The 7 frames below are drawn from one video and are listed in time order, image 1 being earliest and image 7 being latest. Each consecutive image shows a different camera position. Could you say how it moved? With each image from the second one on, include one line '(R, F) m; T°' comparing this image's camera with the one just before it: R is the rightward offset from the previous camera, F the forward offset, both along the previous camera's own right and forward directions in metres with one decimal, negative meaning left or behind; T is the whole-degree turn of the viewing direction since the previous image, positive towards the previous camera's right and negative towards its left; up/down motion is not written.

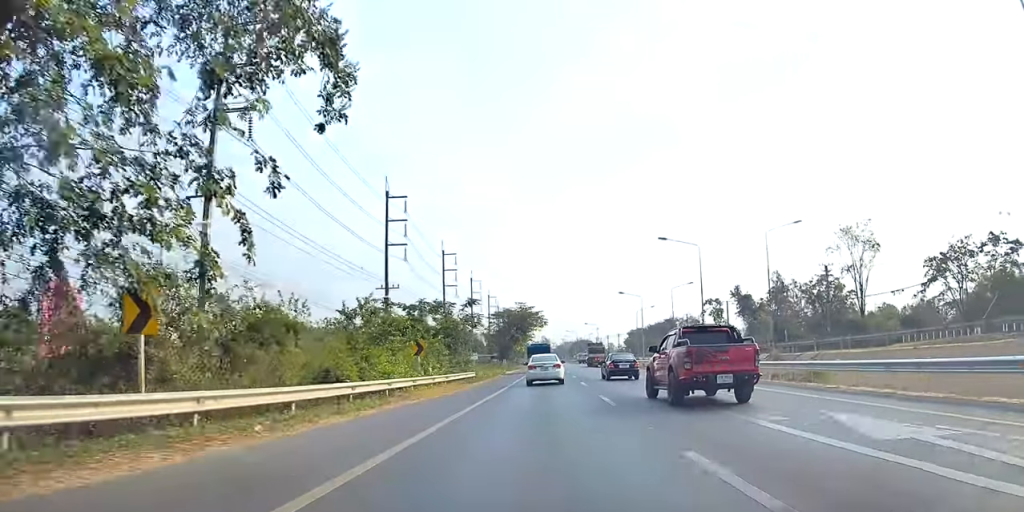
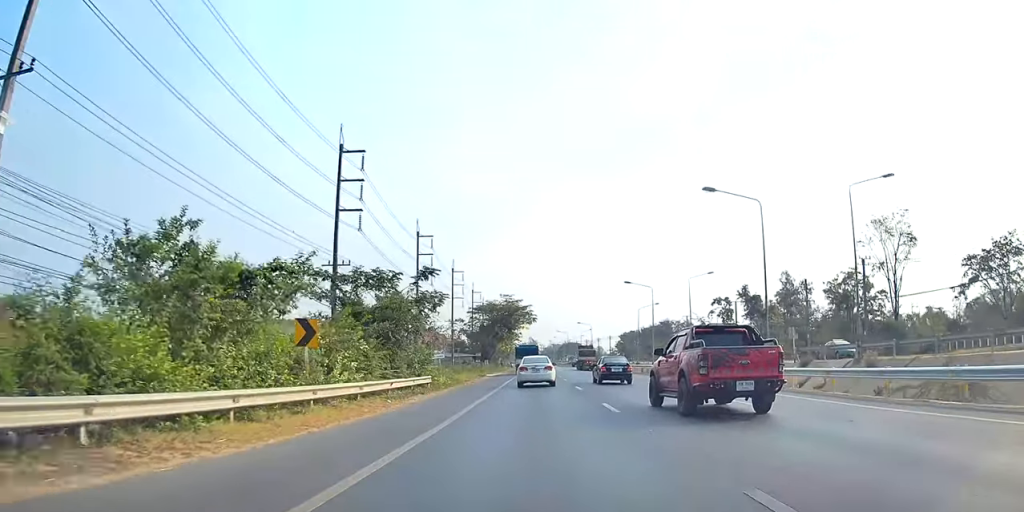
(+0.4, +14.9) m; +2°
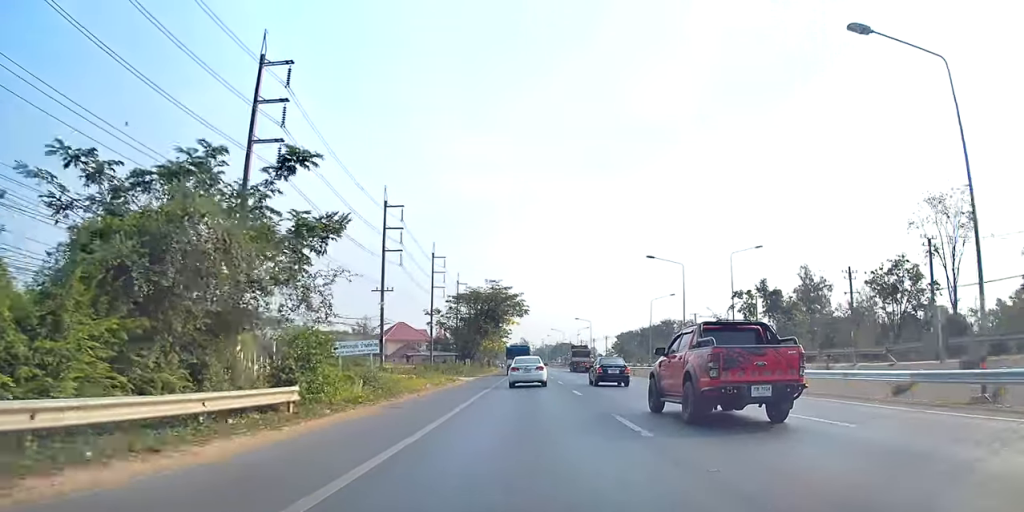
(+0.2, +17.1) m; +1°
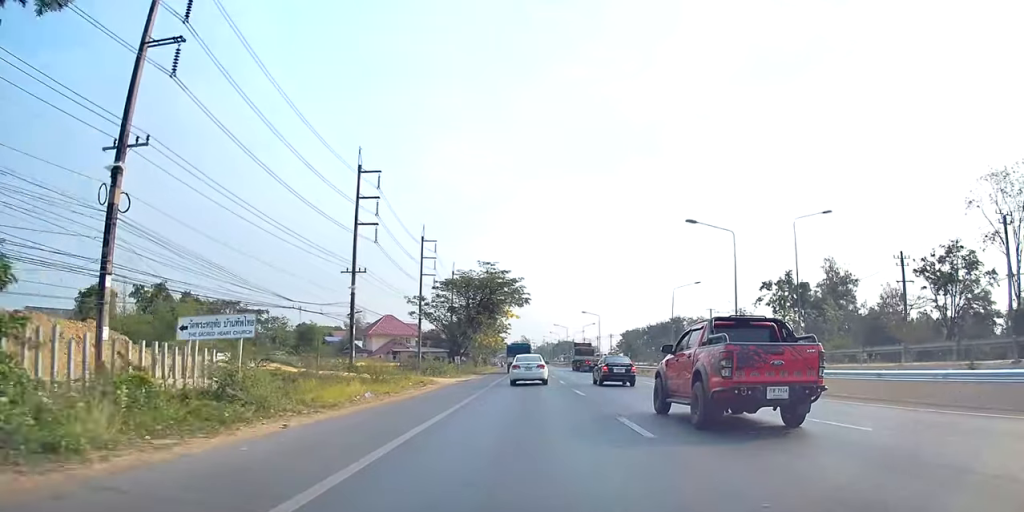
(+0.1, +12.9) m; 0°
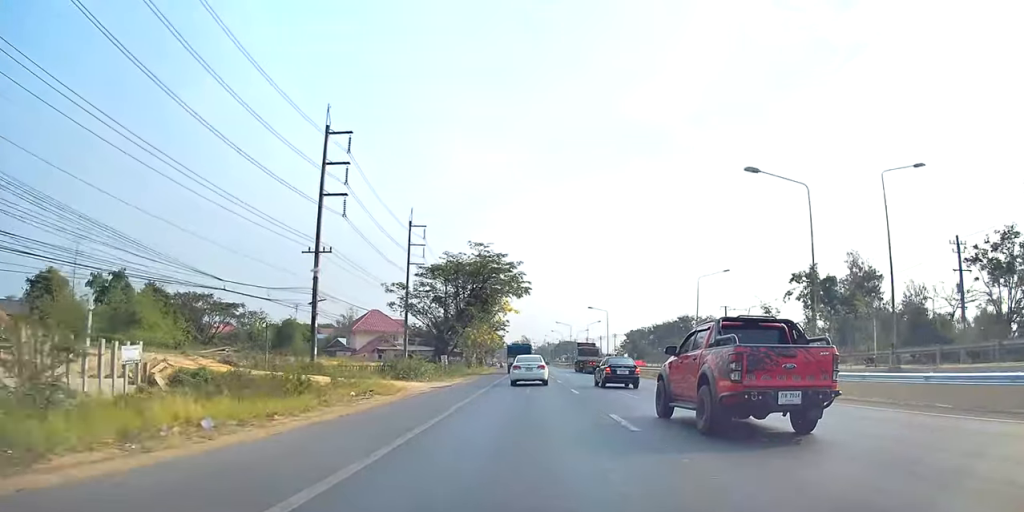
(0.0, +11.4) m; 0°
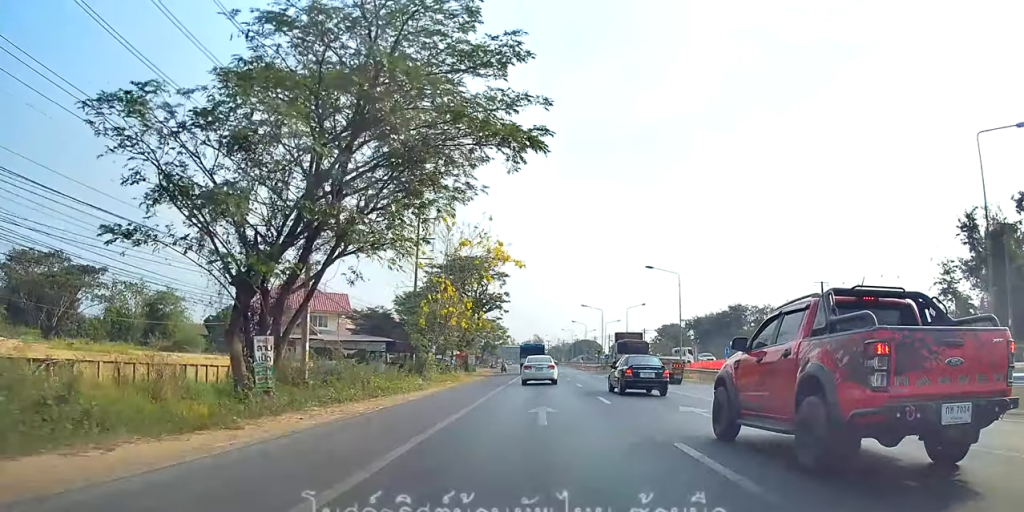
(+0.5, +42.2) m; +1°
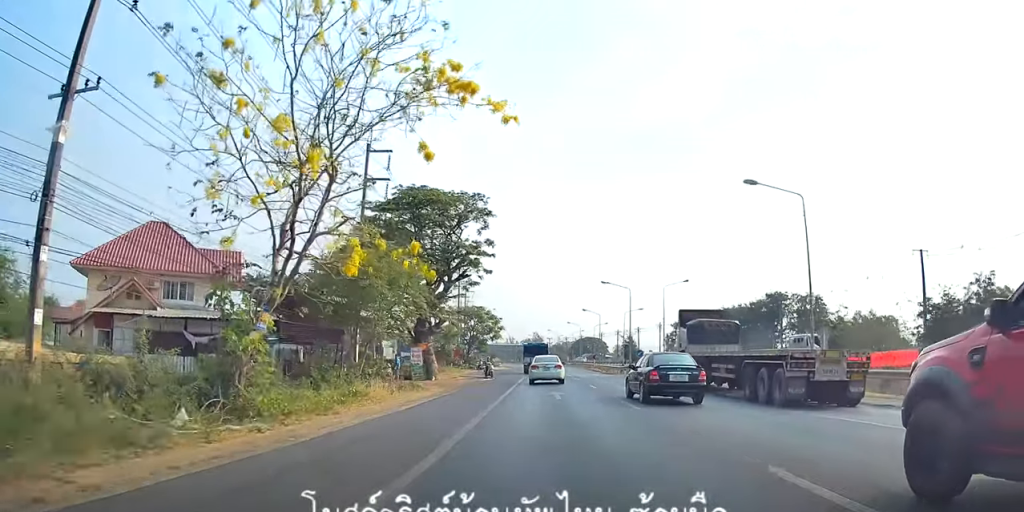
(-0.1, +27.4) m; -2°
